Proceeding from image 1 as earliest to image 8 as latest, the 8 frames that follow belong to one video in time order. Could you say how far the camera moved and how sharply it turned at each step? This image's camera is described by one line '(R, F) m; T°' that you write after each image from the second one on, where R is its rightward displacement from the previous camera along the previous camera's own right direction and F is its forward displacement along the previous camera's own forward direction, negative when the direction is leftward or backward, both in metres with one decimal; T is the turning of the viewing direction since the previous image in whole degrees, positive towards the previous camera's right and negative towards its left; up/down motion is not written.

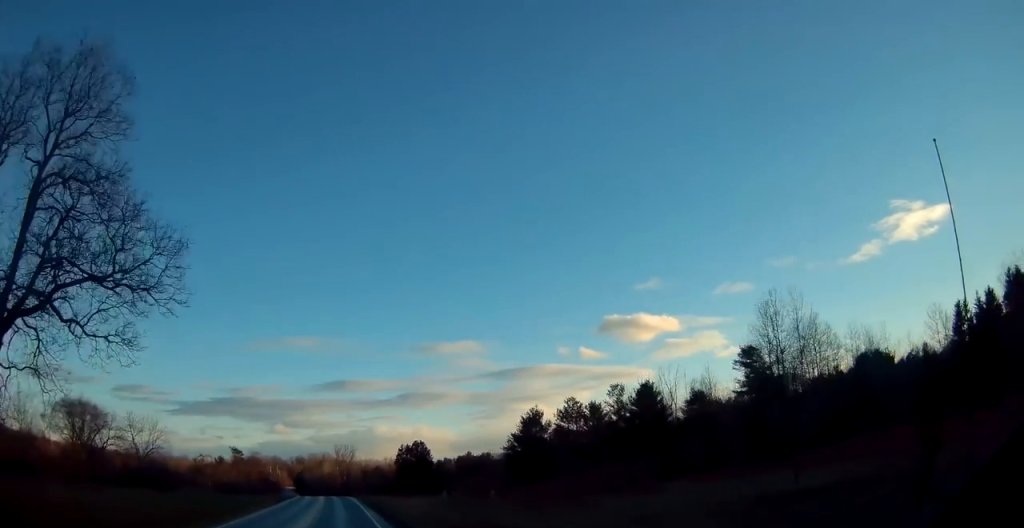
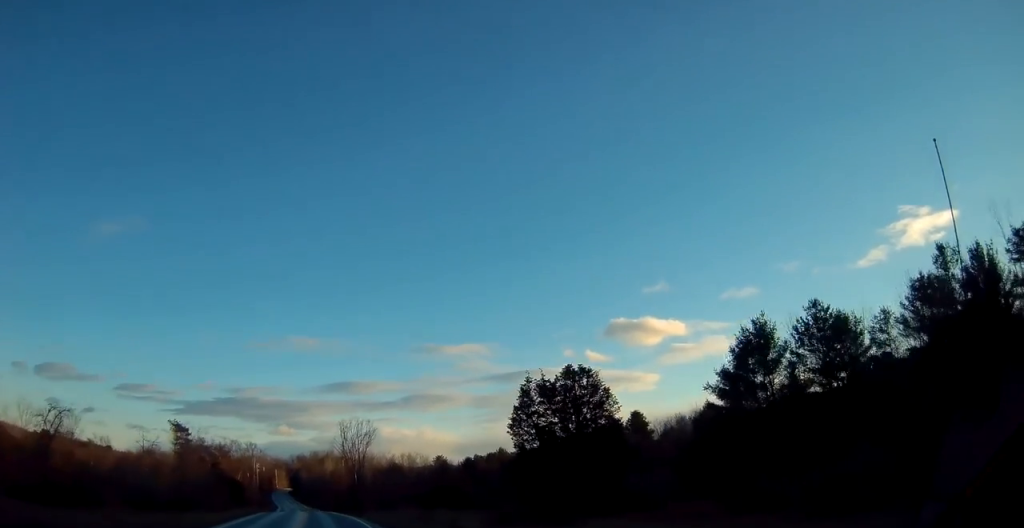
(-0.6, +51.5) m; -1°
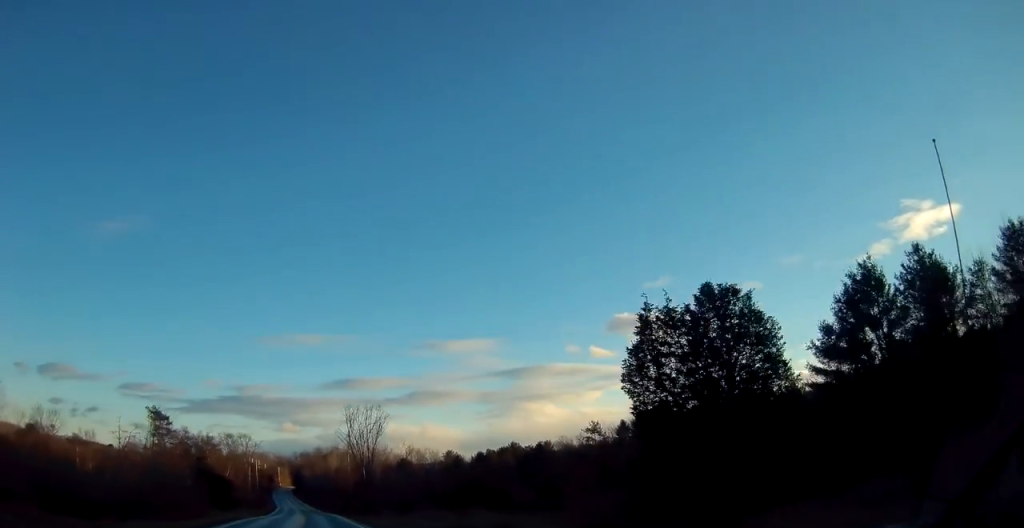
(+0.3, +10.9) m; 0°
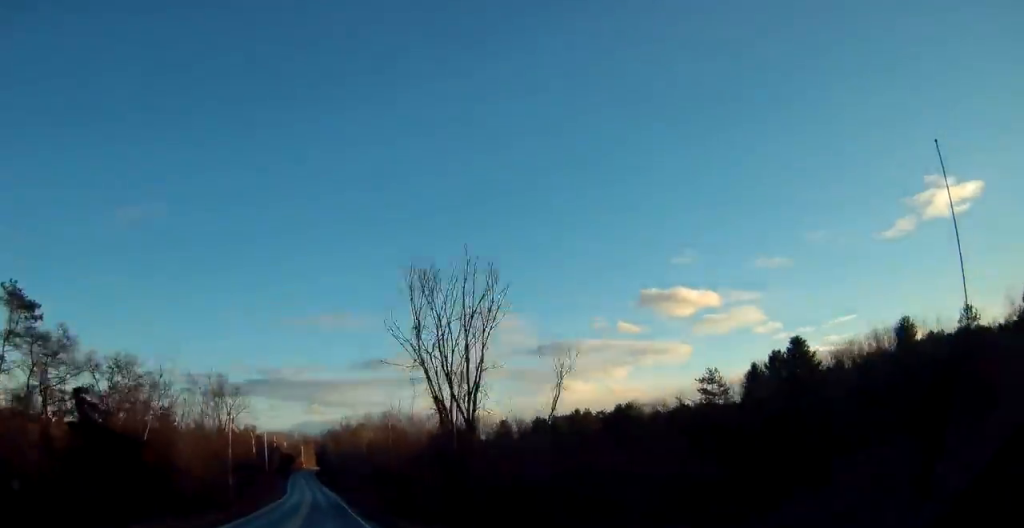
(-1.4, +39.3) m; -3°
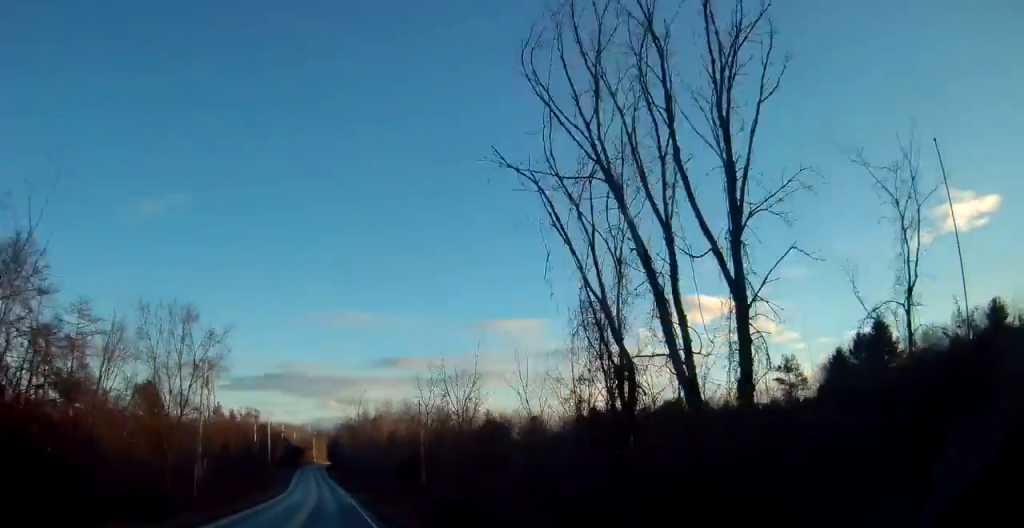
(-0.1, +17.3) m; -1°
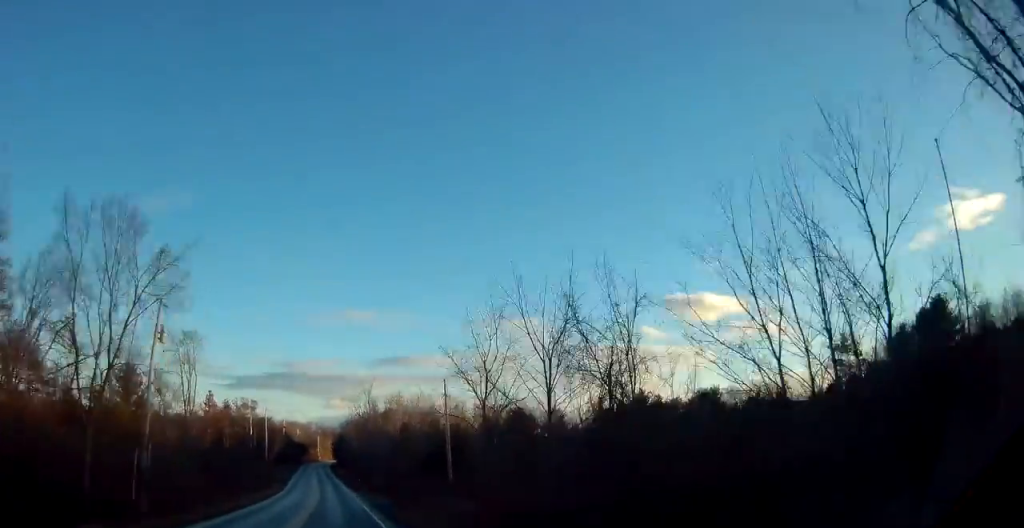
(+0.1, +13.3) m; -1°
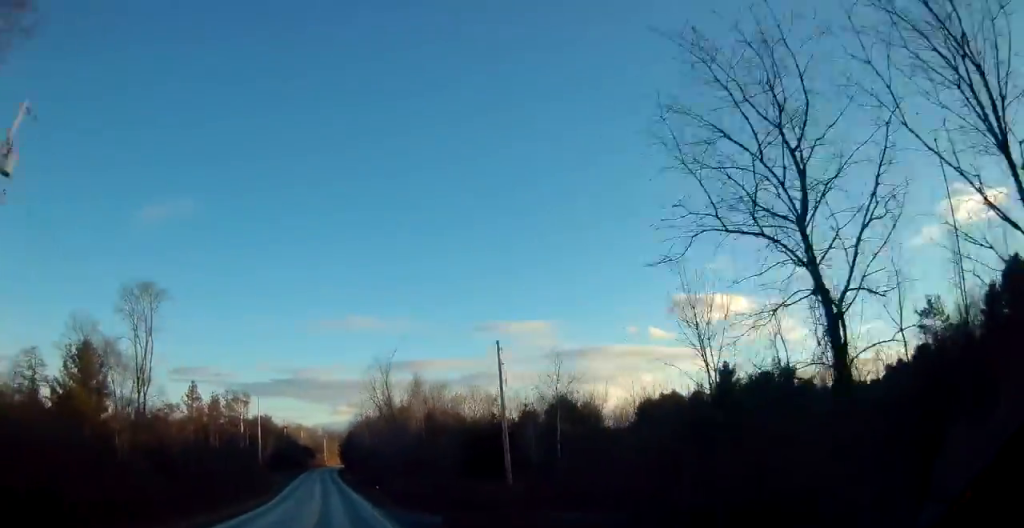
(-0.2, +16.4) m; -1°
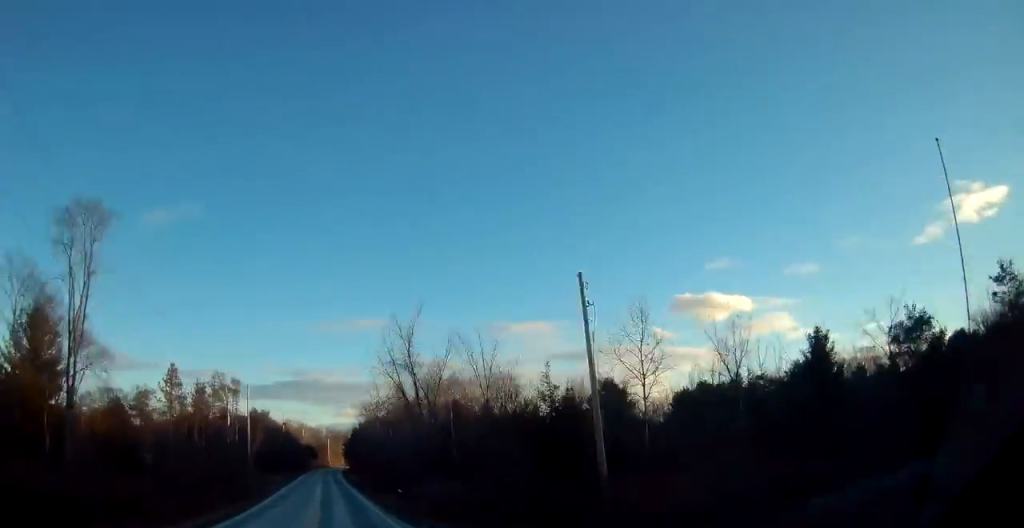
(-0.3, +14.4) m; -1°
